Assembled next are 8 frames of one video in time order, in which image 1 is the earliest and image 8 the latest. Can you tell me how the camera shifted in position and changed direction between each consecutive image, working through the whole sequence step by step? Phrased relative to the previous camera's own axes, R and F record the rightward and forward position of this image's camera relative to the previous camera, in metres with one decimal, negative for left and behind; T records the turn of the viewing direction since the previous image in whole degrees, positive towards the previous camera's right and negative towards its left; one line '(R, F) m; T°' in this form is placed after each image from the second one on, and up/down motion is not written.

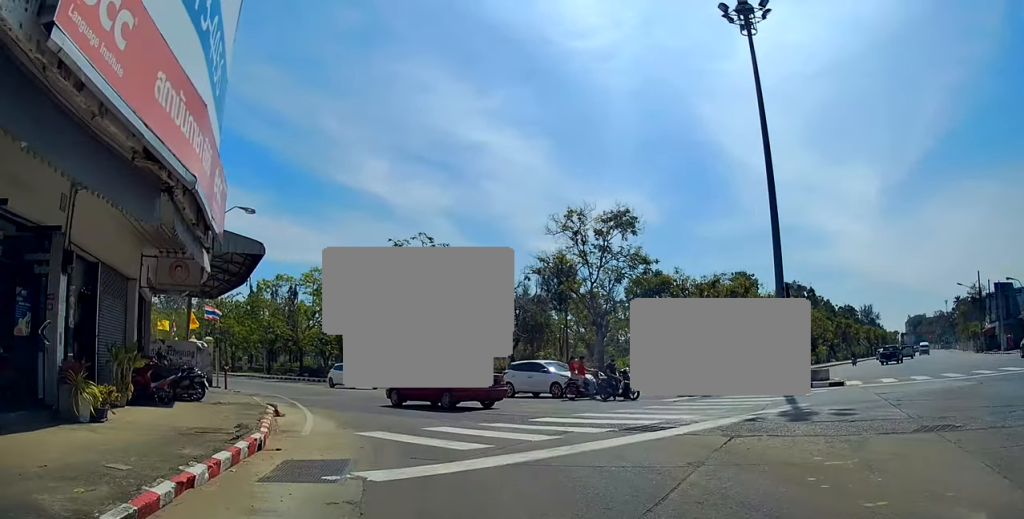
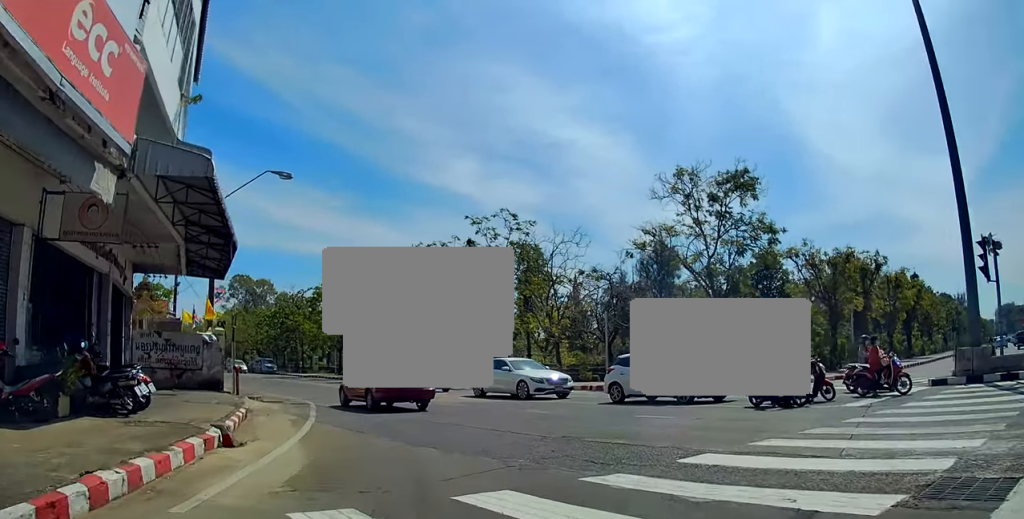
(-1.0, +7.0) m; -11°
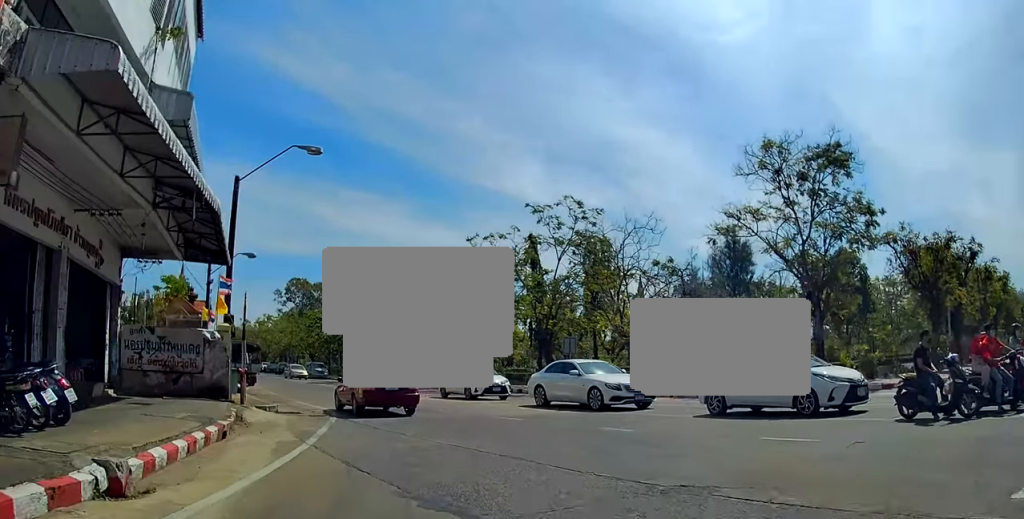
(-0.2, +3.9) m; -3°
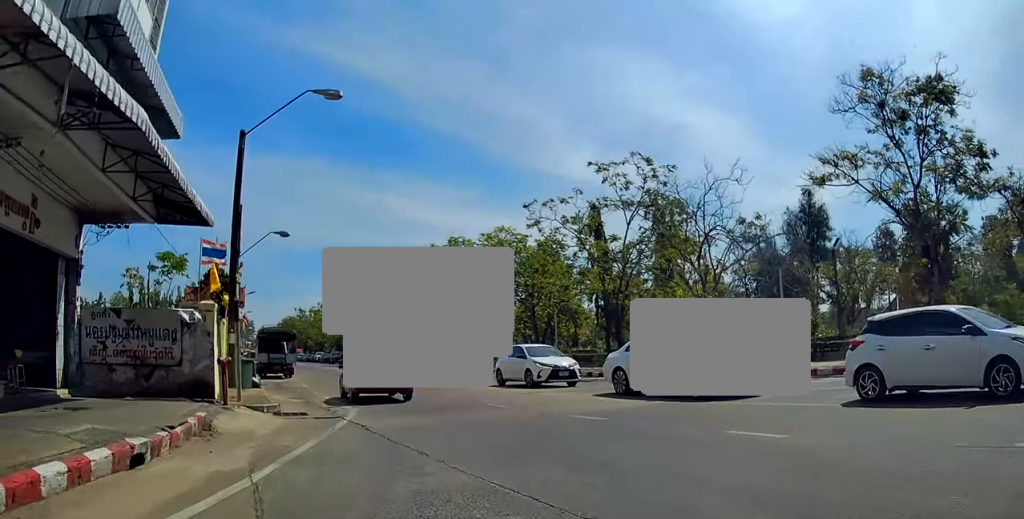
(-0.2, +4.3) m; -2°
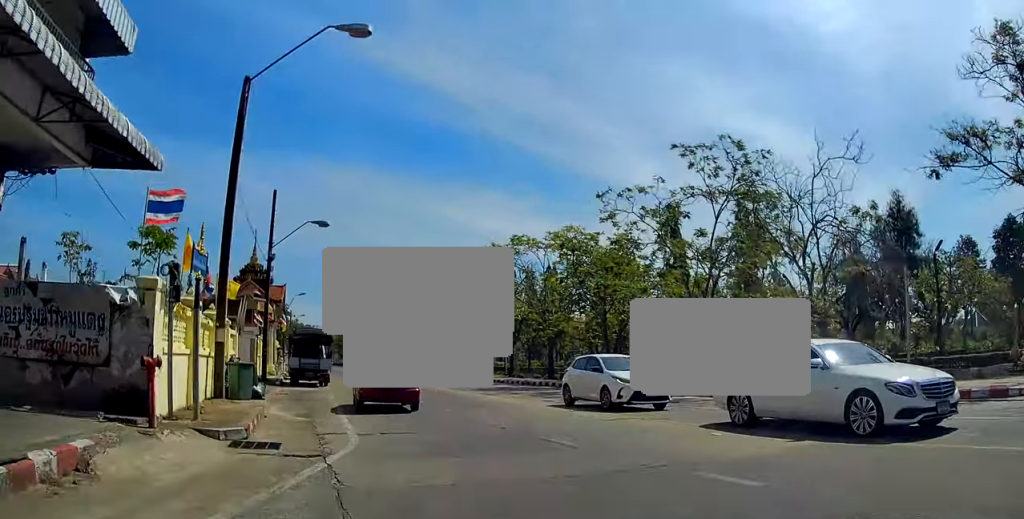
(0.0, +4.4) m; 0°
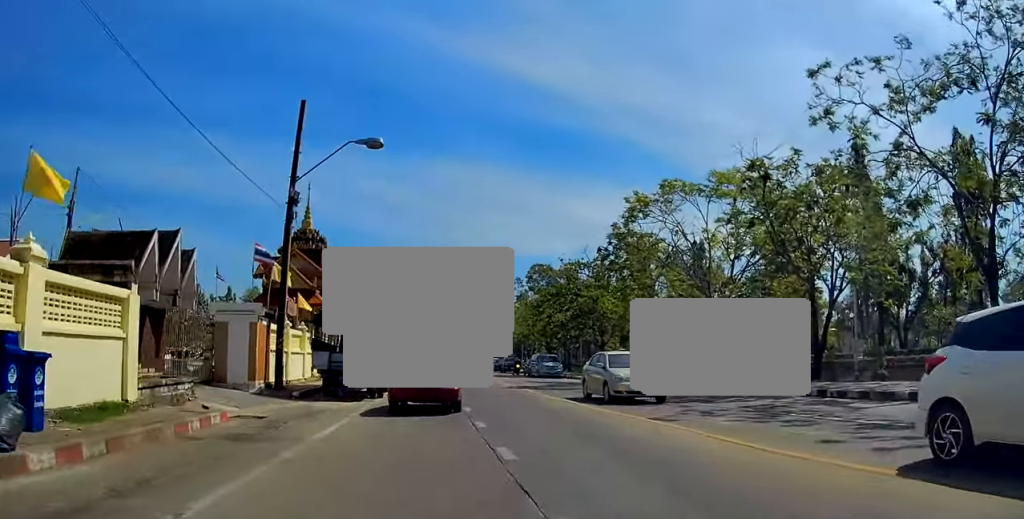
(-0.2, +12.2) m; -11°
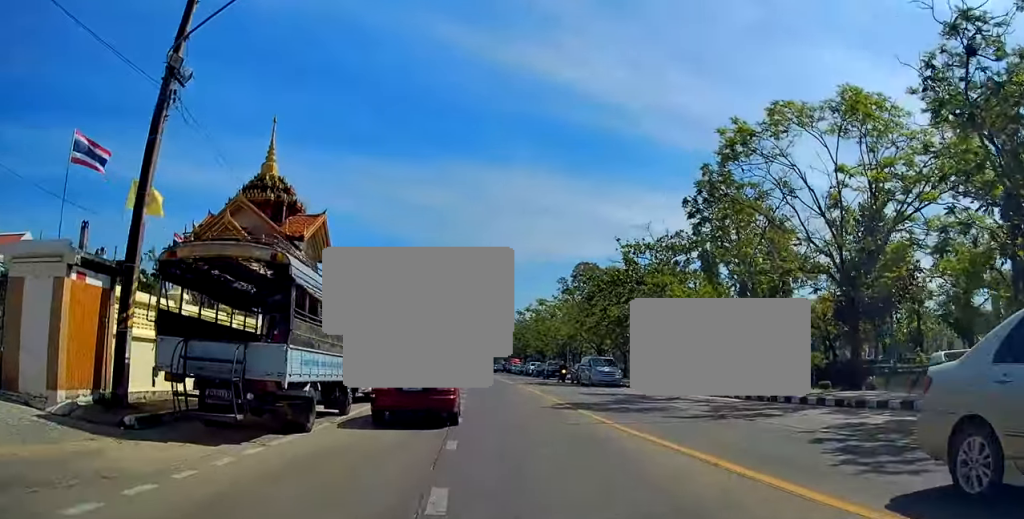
(-1.7, +10.1) m; -10°
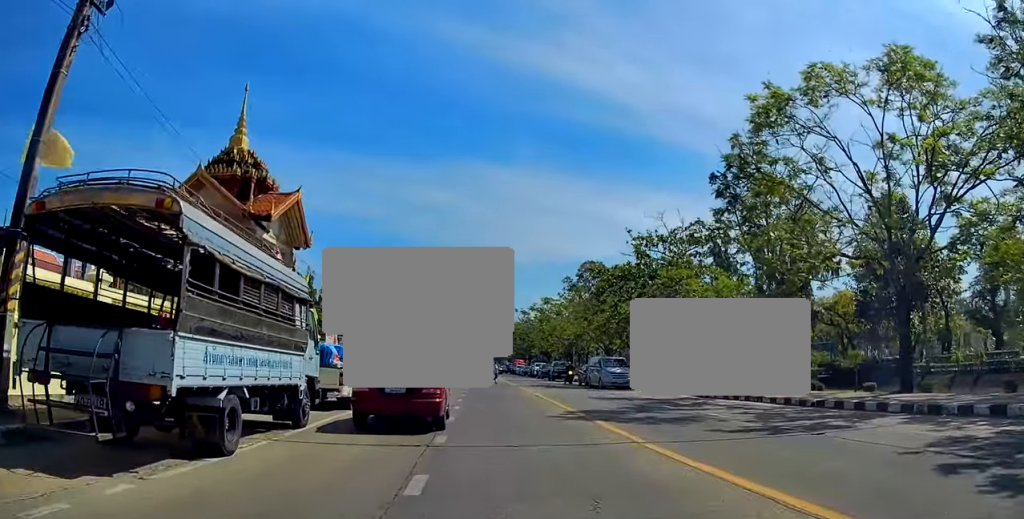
(-0.1, +3.0) m; 0°
